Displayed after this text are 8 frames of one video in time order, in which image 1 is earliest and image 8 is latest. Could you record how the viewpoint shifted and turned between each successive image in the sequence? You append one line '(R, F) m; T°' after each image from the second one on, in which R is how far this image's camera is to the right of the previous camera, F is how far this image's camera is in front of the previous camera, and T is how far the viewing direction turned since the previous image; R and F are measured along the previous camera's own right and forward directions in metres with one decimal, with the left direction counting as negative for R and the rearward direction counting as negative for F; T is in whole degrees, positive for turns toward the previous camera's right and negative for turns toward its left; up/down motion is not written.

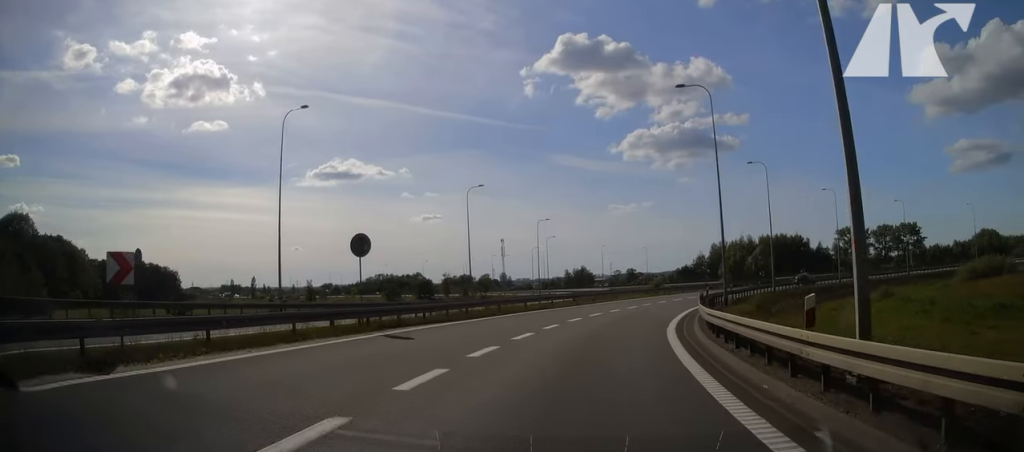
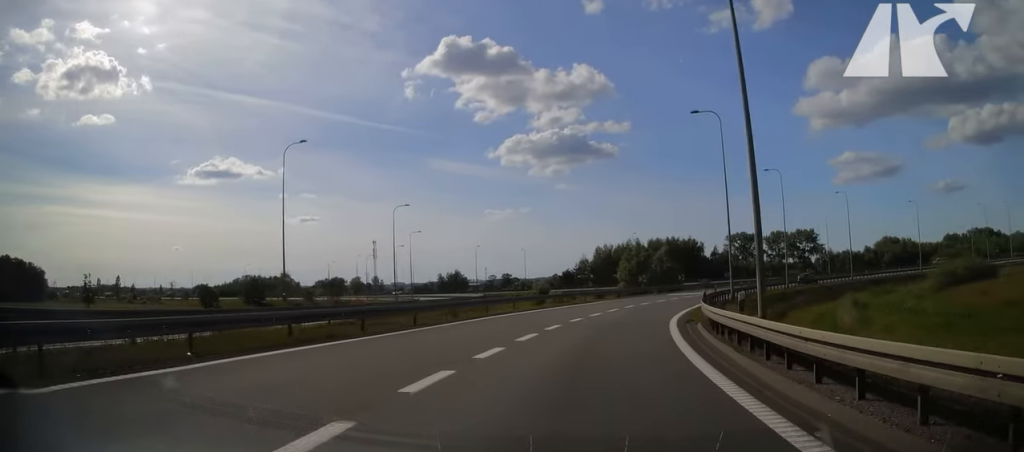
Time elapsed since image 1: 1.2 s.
(+1.6, +20.0) m; +10°
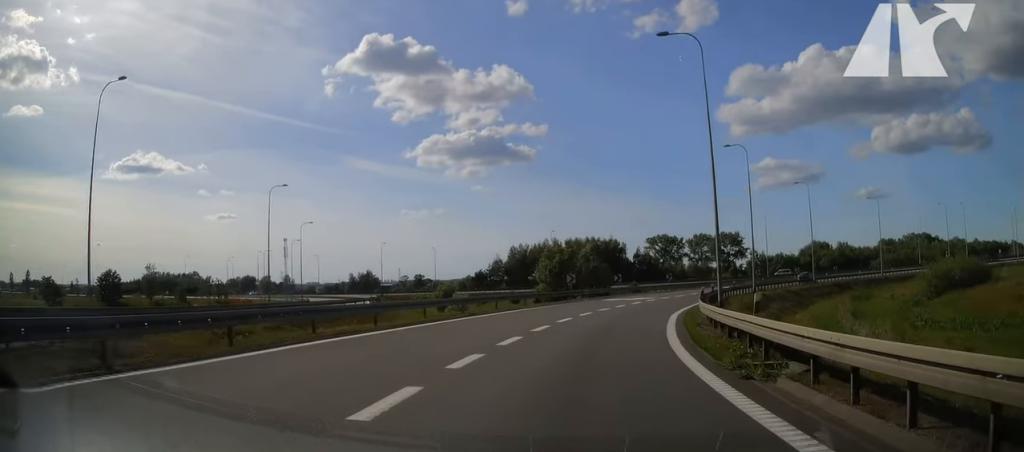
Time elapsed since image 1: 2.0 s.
(+0.9, +13.6) m; +9°
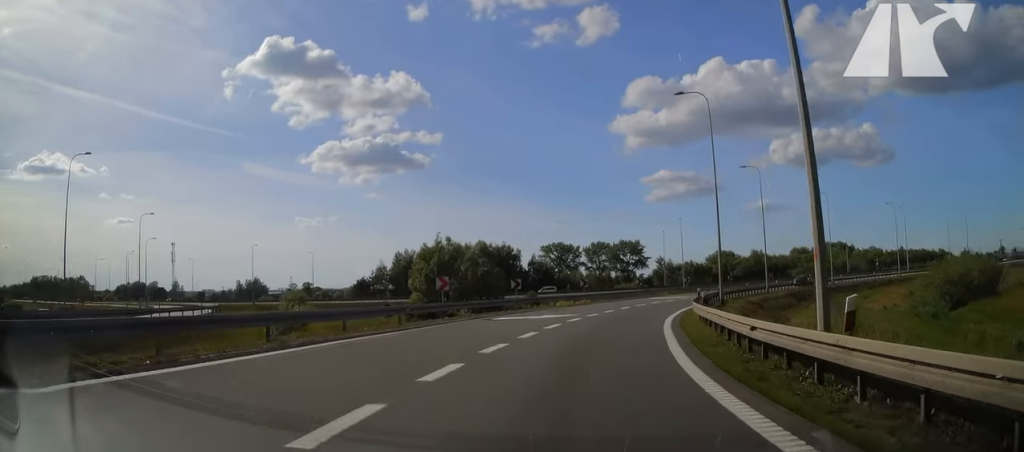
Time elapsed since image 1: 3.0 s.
(+1.7, +17.0) m; +10°
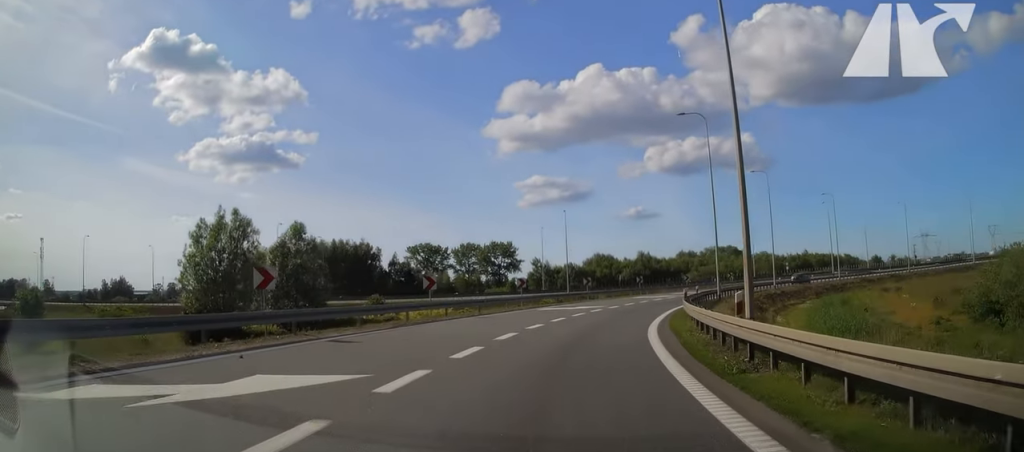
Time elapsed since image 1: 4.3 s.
(+2.0, +20.9) m; +11°
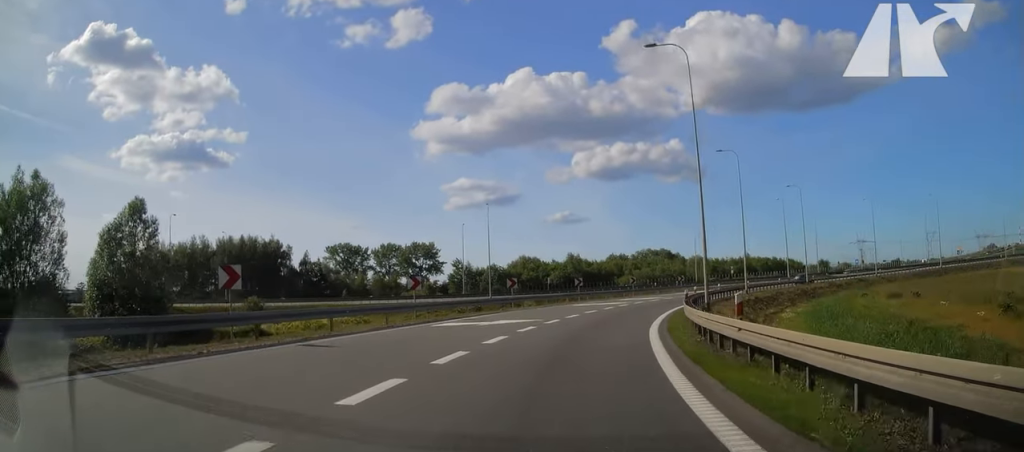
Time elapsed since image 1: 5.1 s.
(+0.8, +12.8) m; +7°
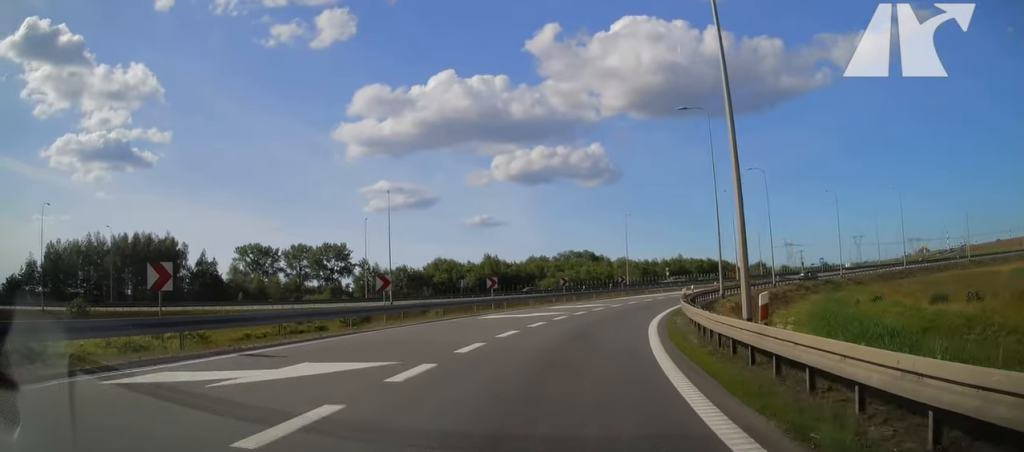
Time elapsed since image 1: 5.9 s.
(+0.9, +14.0) m; +8°
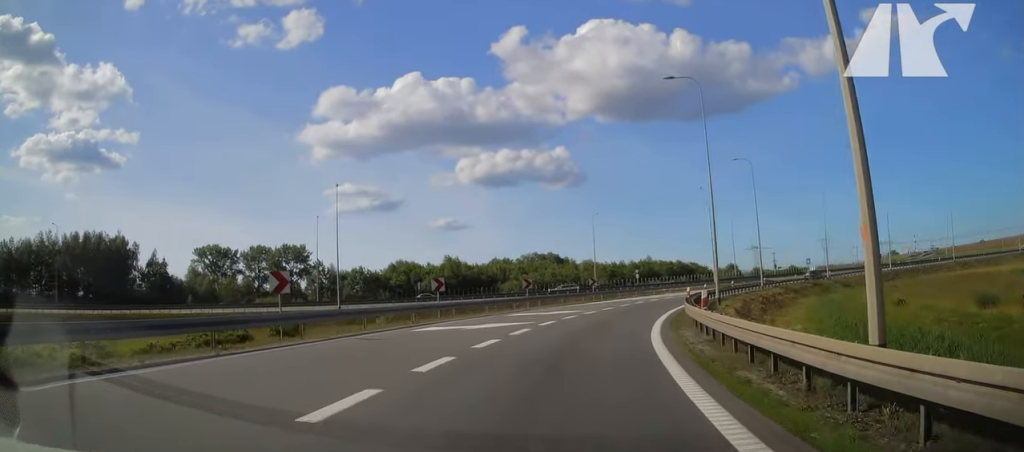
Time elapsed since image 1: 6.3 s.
(+0.3, +6.7) m; +4°
